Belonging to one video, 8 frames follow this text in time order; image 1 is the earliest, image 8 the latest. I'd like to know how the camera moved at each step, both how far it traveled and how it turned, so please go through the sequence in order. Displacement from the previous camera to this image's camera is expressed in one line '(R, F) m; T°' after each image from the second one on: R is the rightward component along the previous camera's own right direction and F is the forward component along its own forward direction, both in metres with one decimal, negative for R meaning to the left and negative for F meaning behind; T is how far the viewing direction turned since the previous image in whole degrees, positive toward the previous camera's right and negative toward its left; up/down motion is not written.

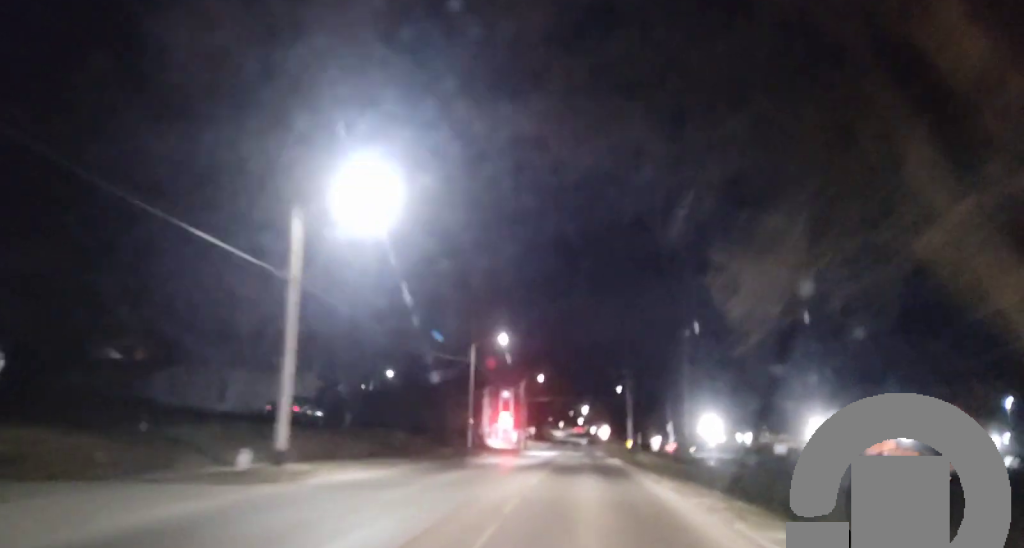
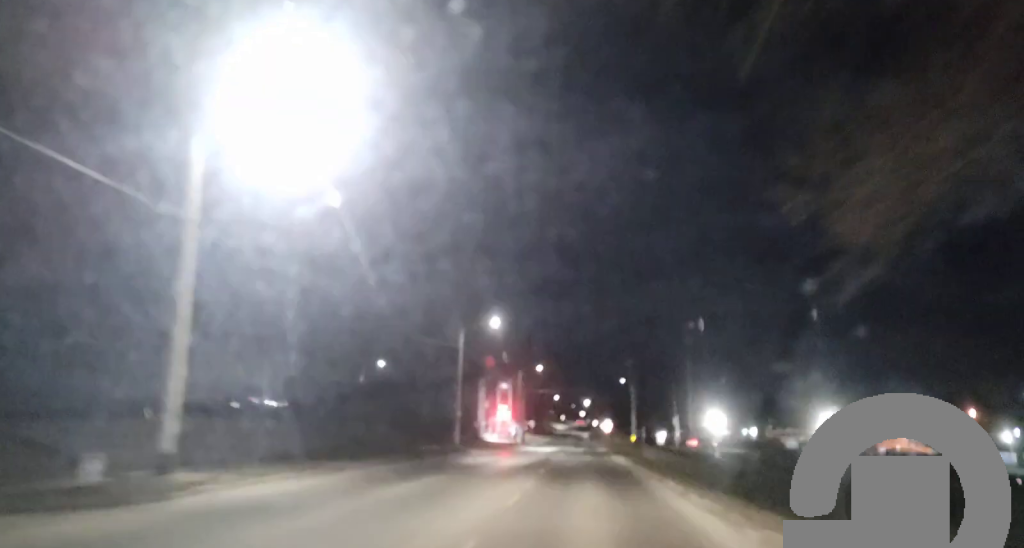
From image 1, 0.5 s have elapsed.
(0.0, +6.6) m; 0°
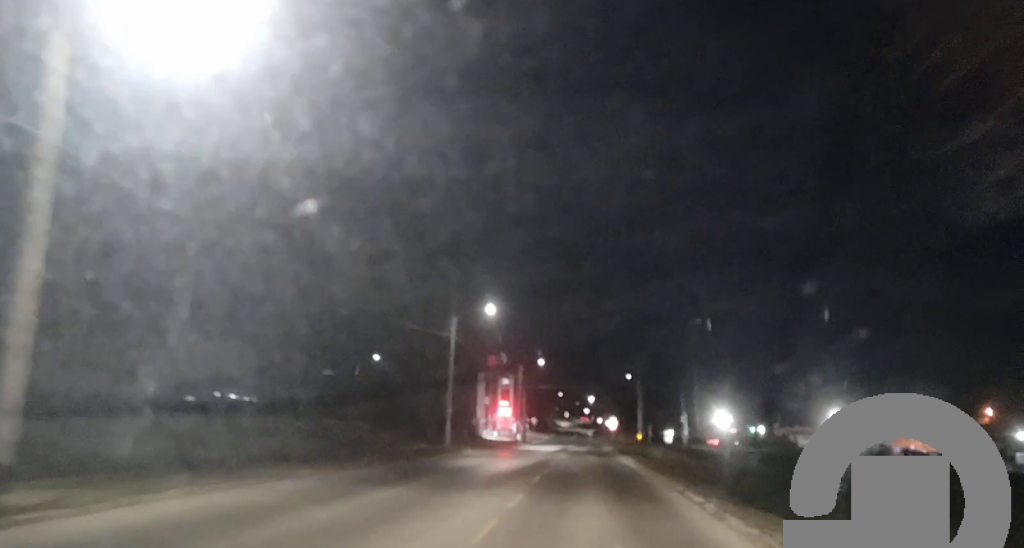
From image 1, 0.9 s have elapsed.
(0.0, +5.1) m; 0°
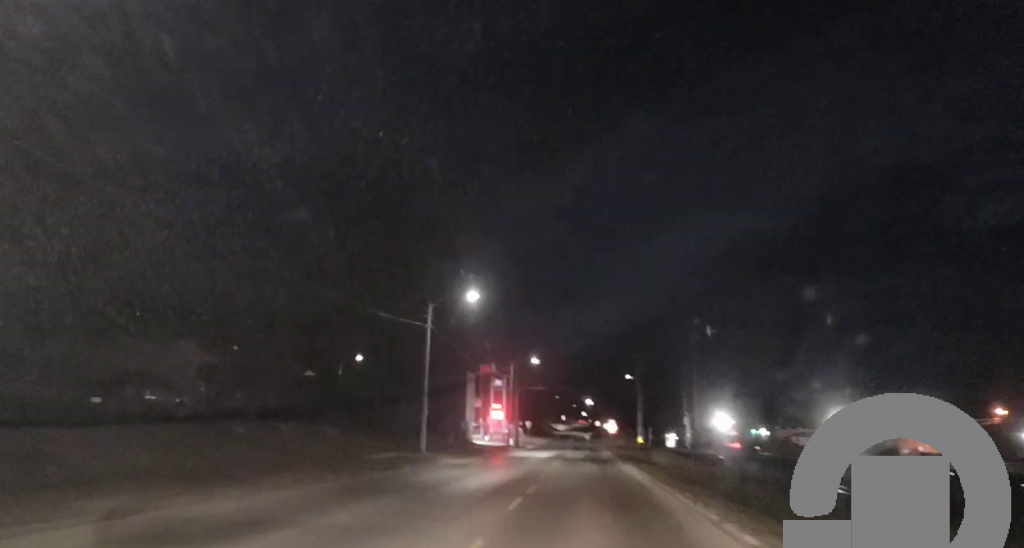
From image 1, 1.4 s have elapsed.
(-0.1, +6.5) m; +1°
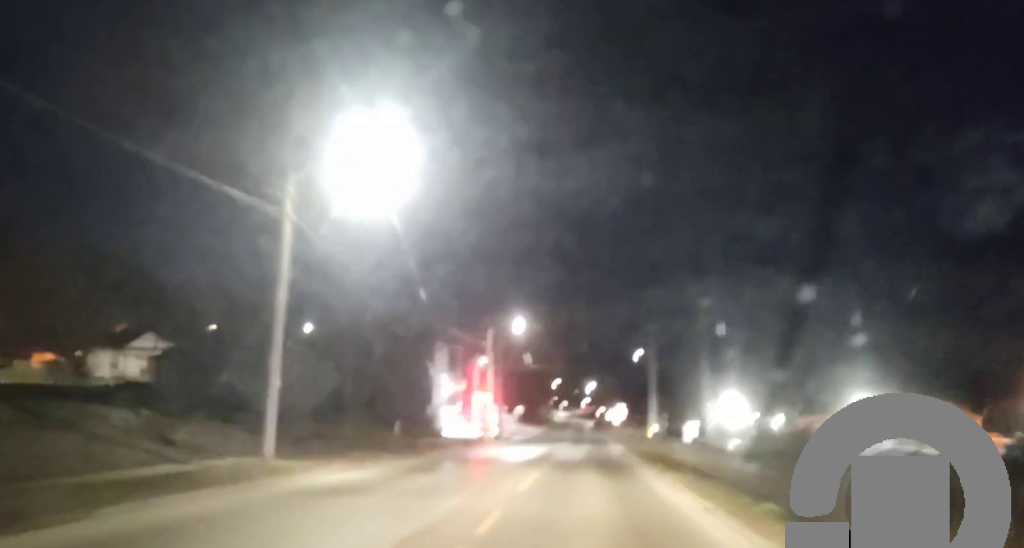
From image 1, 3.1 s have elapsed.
(+0.4, +21.3) m; +2°
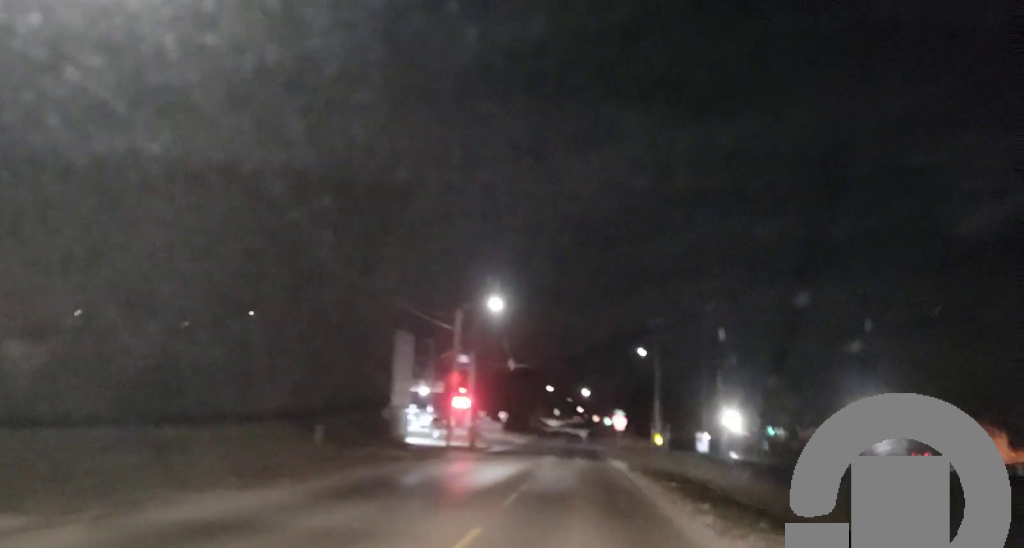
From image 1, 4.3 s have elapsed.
(+0.2, +14.3) m; 0°
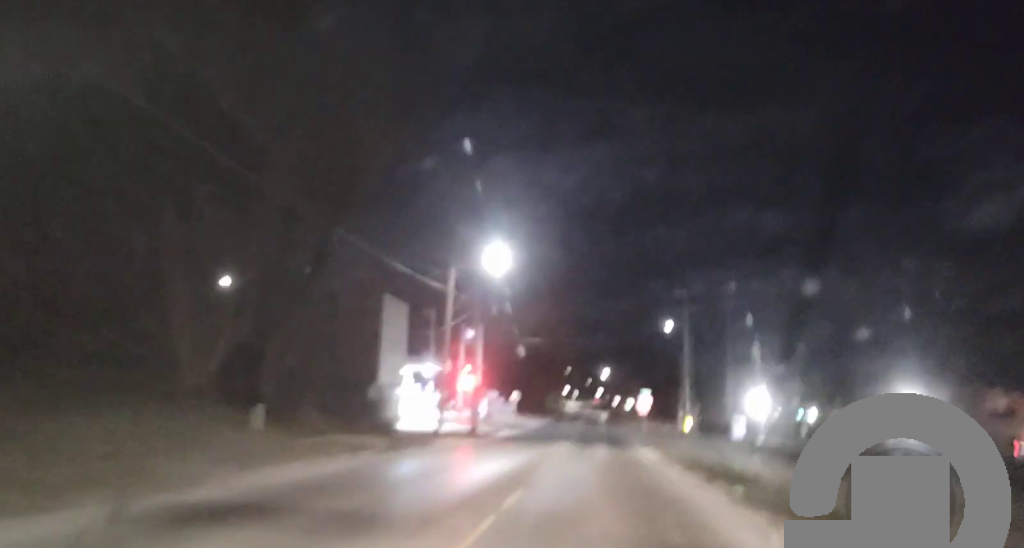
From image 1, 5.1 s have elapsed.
(-0.2, +9.0) m; -2°
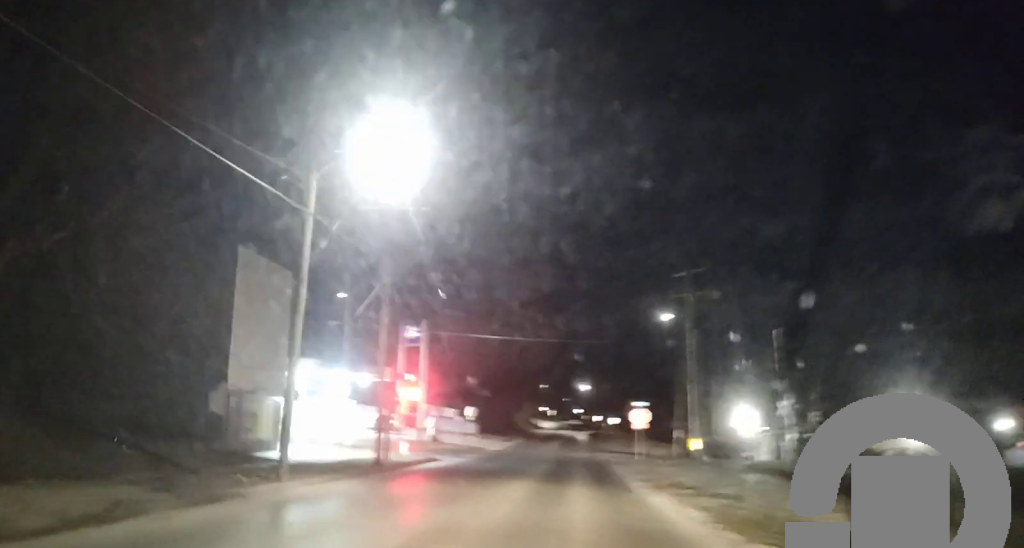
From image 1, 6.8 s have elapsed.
(-0.5, +18.5) m; -1°
